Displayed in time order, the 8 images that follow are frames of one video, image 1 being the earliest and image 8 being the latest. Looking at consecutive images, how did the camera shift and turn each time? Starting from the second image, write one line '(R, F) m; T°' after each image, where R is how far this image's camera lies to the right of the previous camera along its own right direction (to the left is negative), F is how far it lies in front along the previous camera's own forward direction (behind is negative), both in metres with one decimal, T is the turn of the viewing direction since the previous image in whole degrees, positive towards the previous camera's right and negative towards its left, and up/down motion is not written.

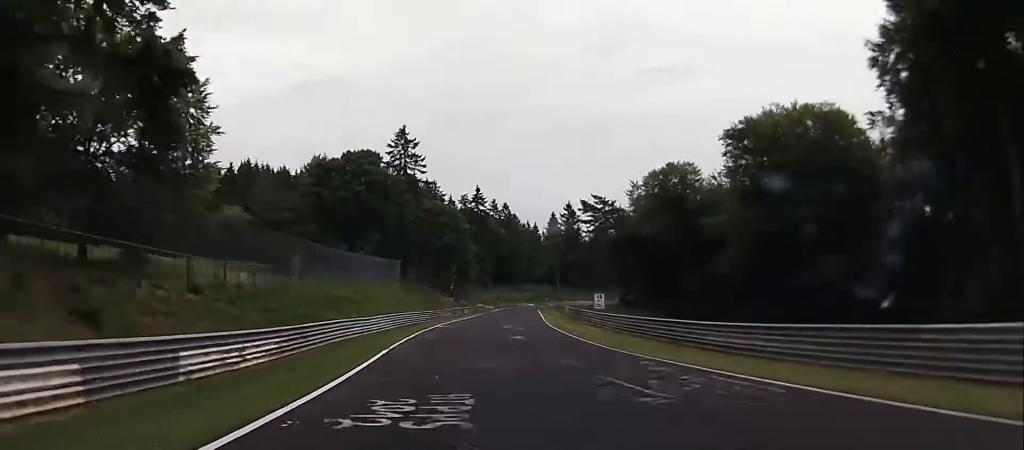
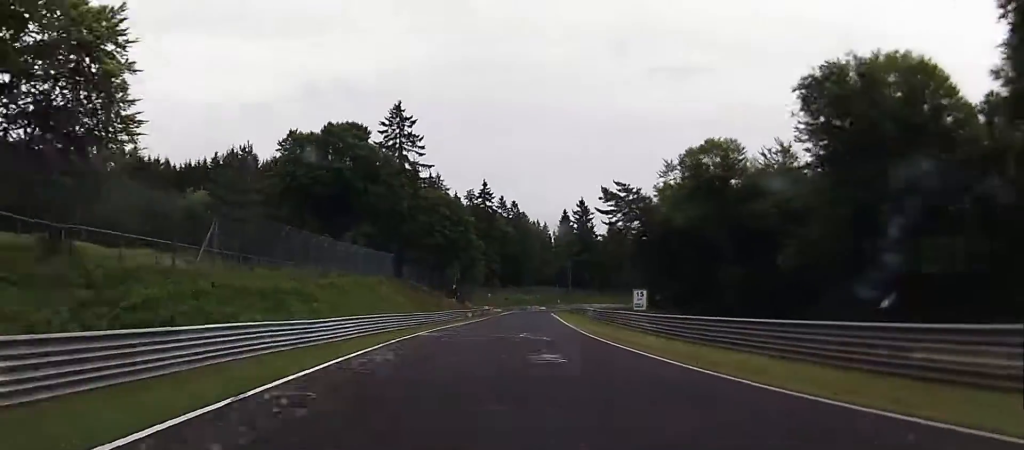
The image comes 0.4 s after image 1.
(+0.5, +14.3) m; 0°
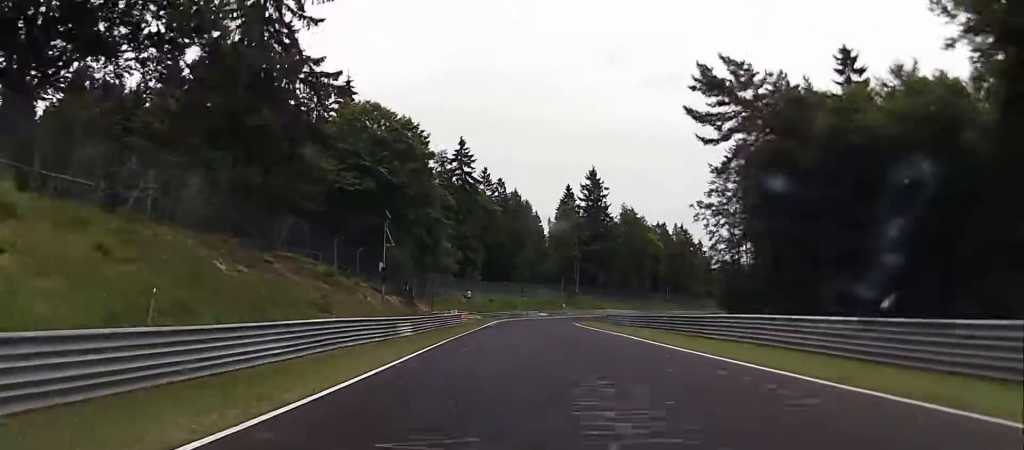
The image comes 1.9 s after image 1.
(-0.6, +52.9) m; -2°
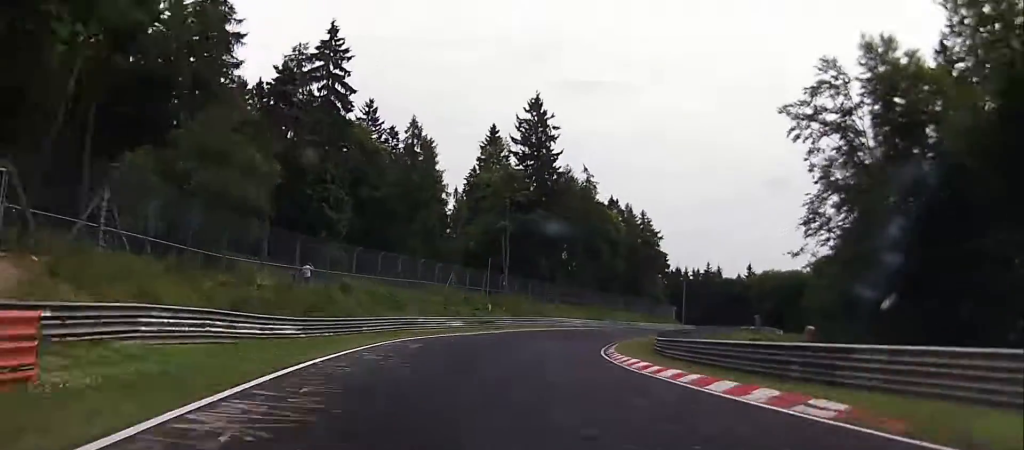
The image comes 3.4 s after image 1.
(+1.5, +55.2) m; +6°
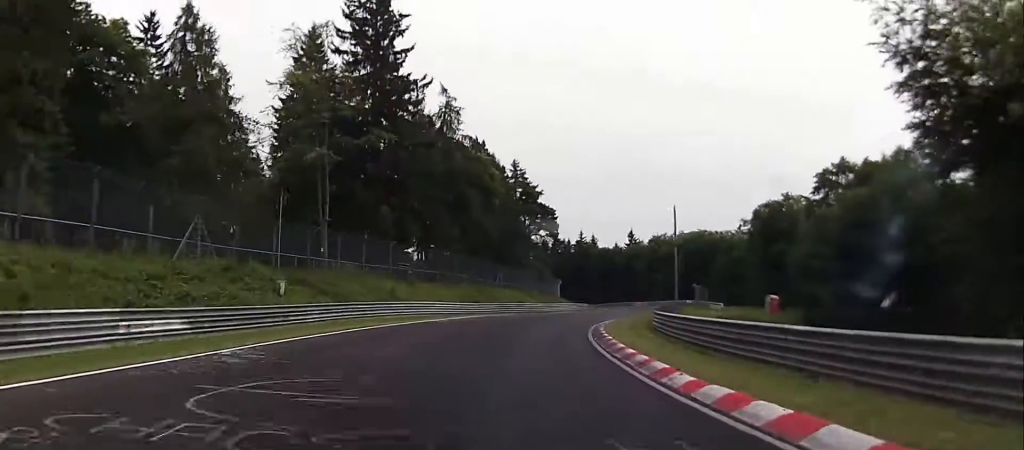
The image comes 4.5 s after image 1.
(+1.8, +33.5) m; +5°
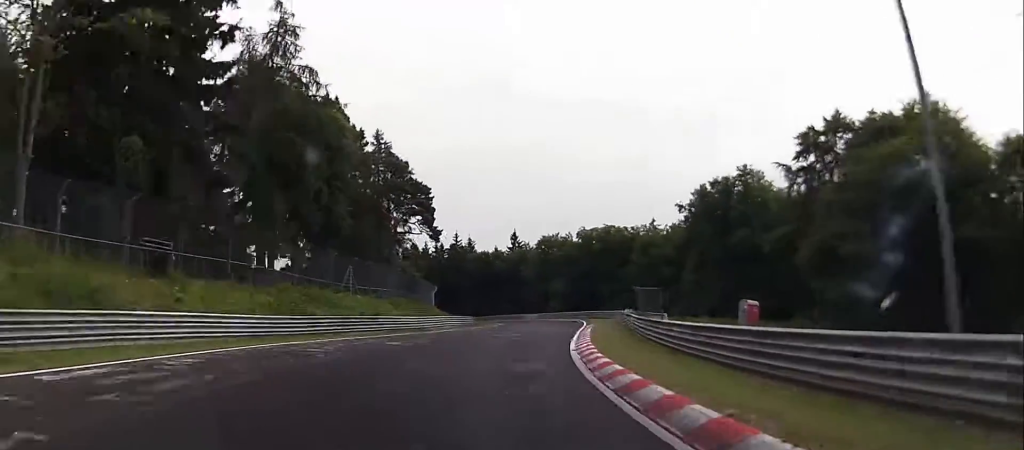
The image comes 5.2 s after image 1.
(+0.6, +23.3) m; +4°
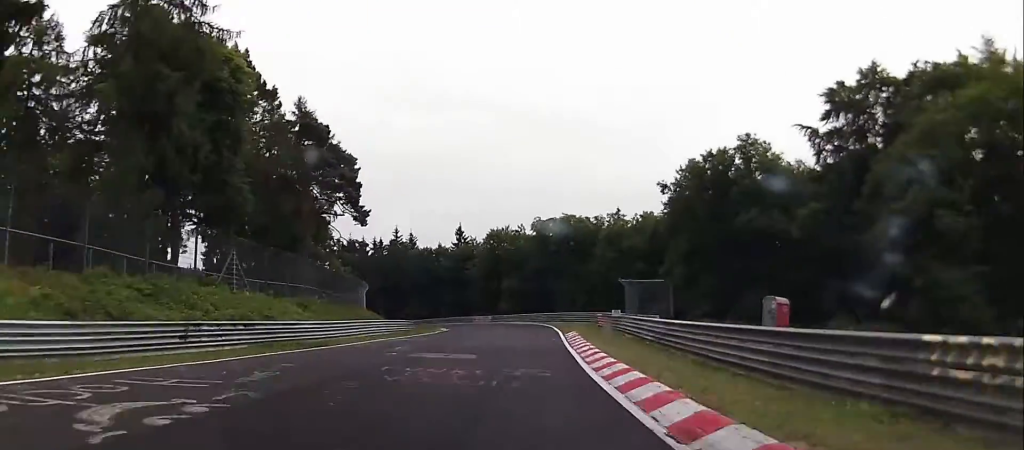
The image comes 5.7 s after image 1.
(+0.1, +12.9) m; +3°
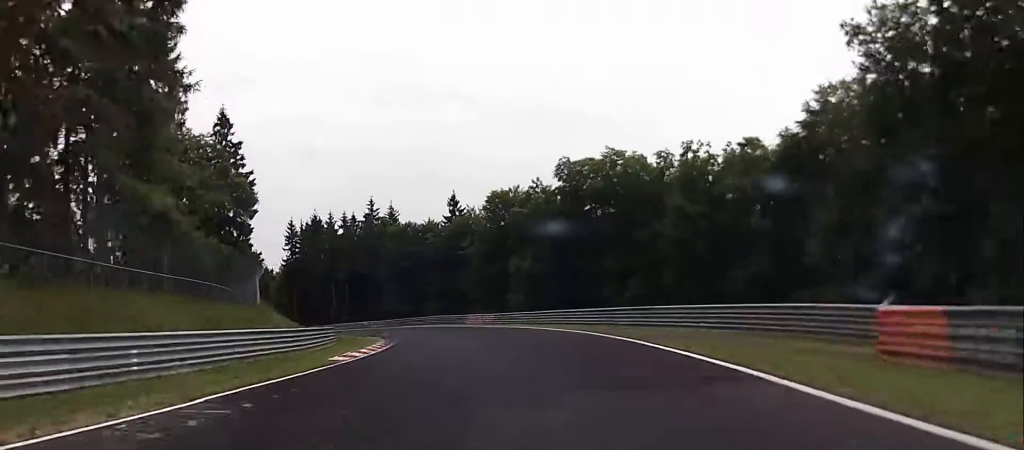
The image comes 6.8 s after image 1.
(+2.4, +32.3) m; +9°
